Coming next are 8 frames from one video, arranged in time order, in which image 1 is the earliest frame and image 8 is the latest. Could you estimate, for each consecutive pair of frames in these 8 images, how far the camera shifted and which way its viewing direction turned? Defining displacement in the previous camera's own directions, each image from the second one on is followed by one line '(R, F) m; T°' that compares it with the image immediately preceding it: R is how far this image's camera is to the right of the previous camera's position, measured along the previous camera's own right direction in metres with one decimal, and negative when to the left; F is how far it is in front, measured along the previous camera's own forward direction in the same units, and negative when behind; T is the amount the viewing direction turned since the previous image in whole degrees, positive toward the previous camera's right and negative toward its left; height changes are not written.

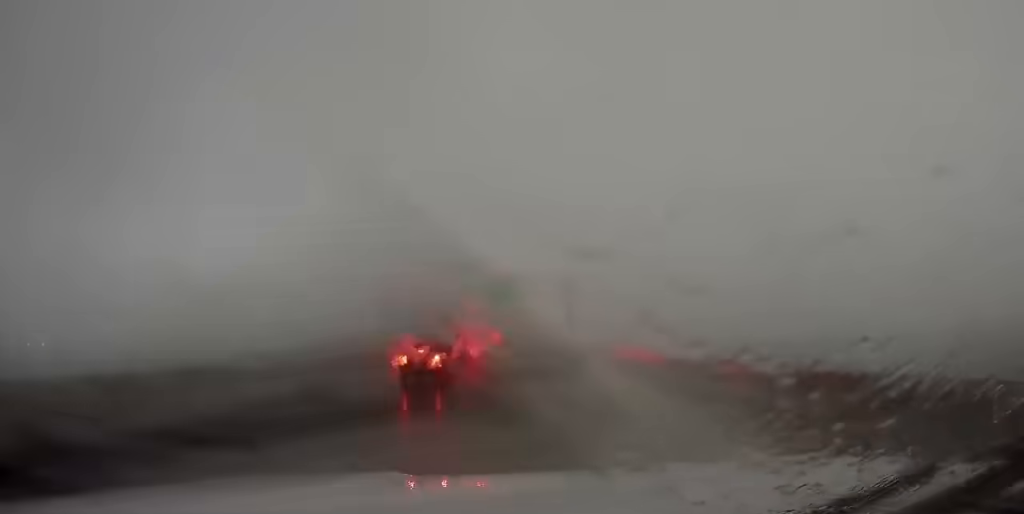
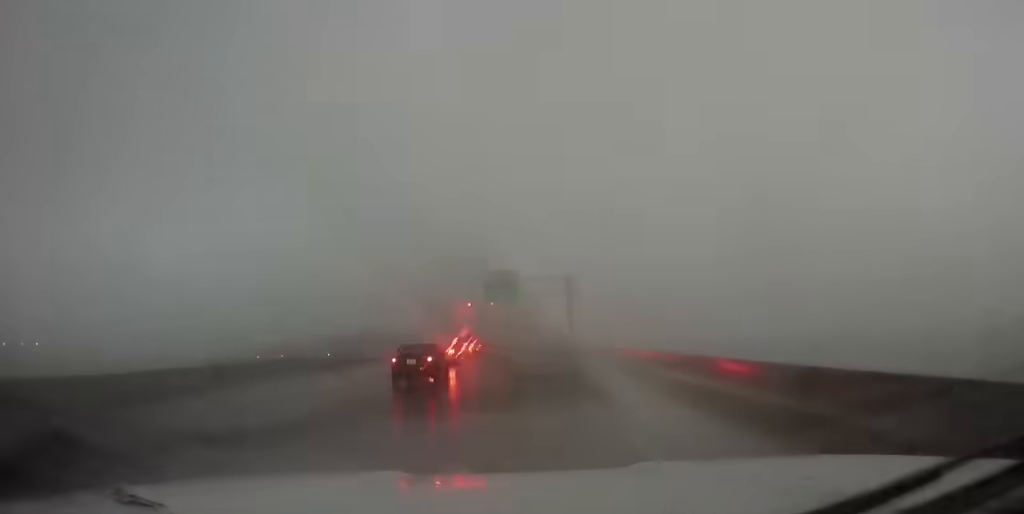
(+0.1, +2.1) m; +1°
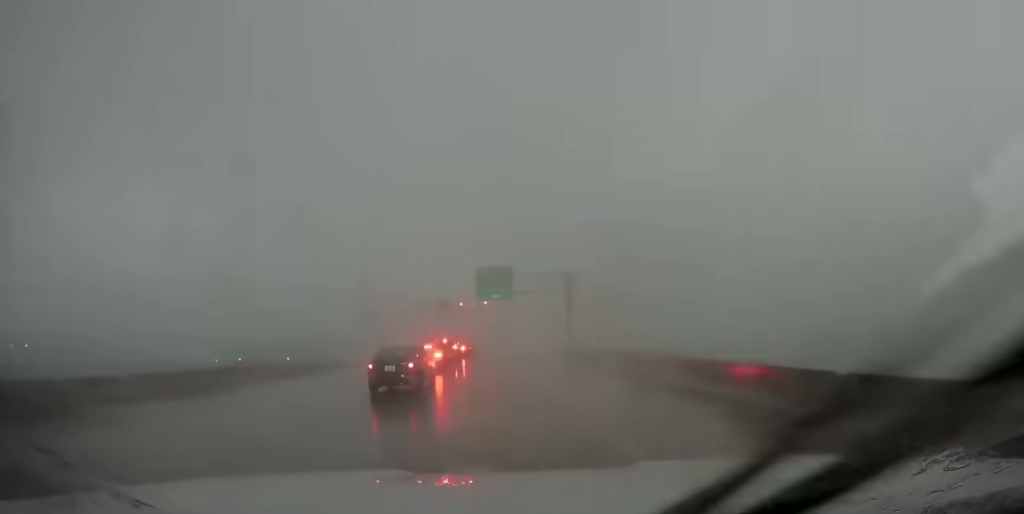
(-0.1, +3.4) m; 0°
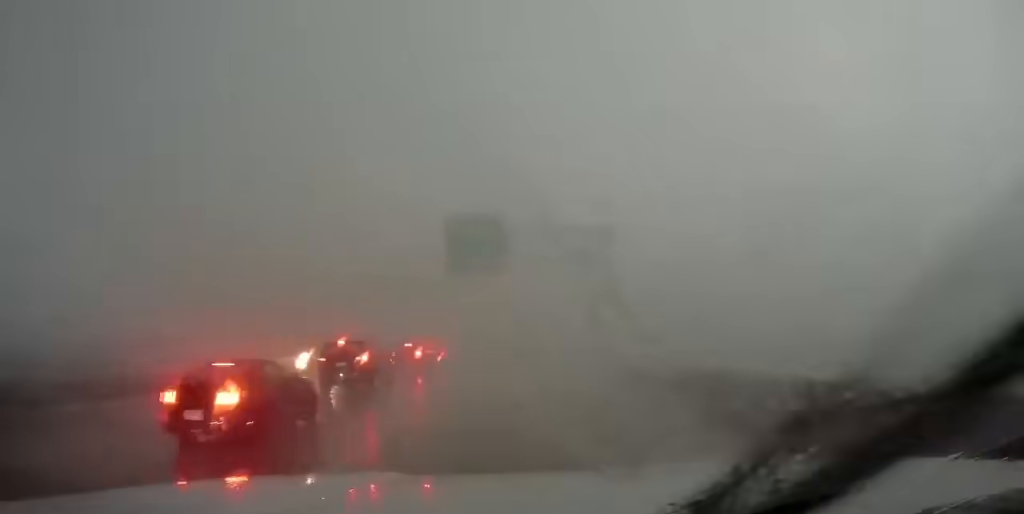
(+0.4, +16.9) m; 0°
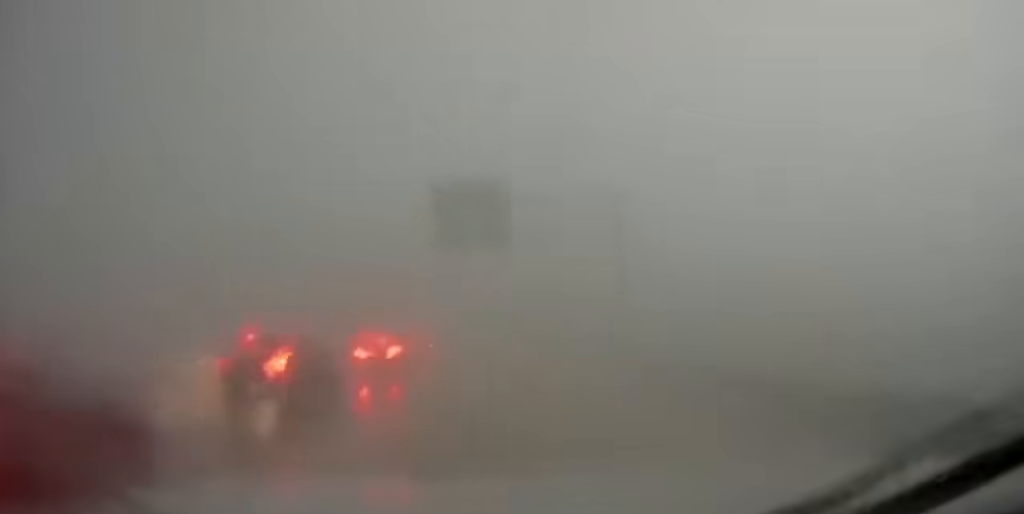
(-0.2, +4.8) m; +1°
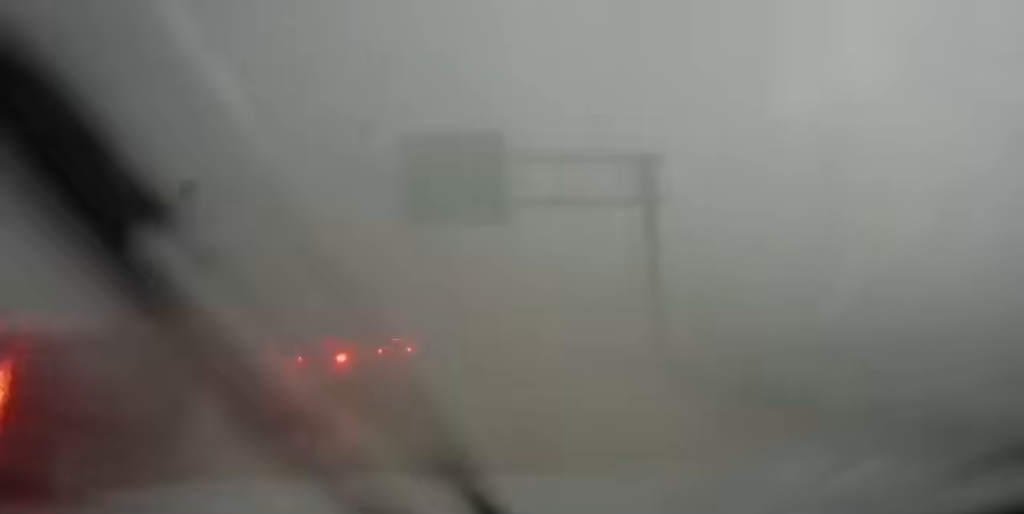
(0.0, +6.2) m; +2°
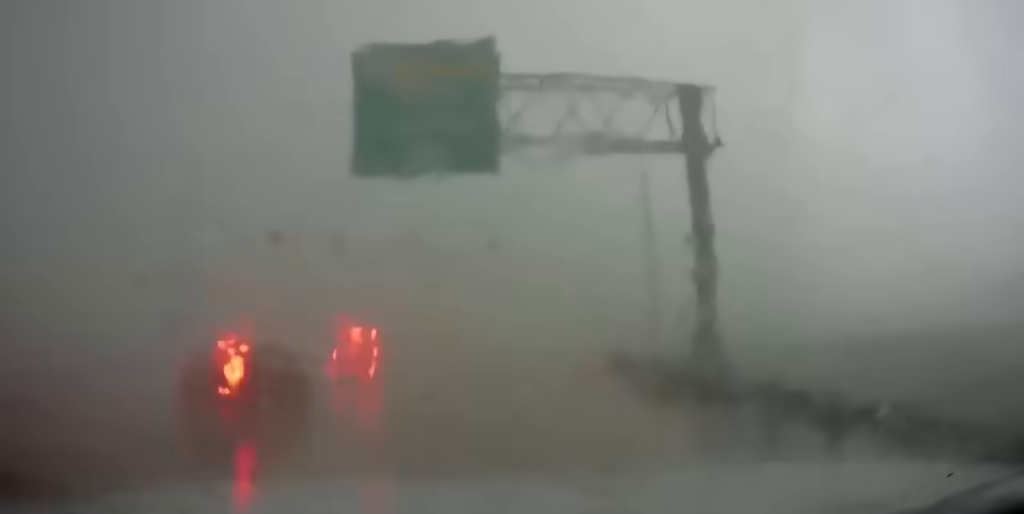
(+0.5, +8.0) m; +2°
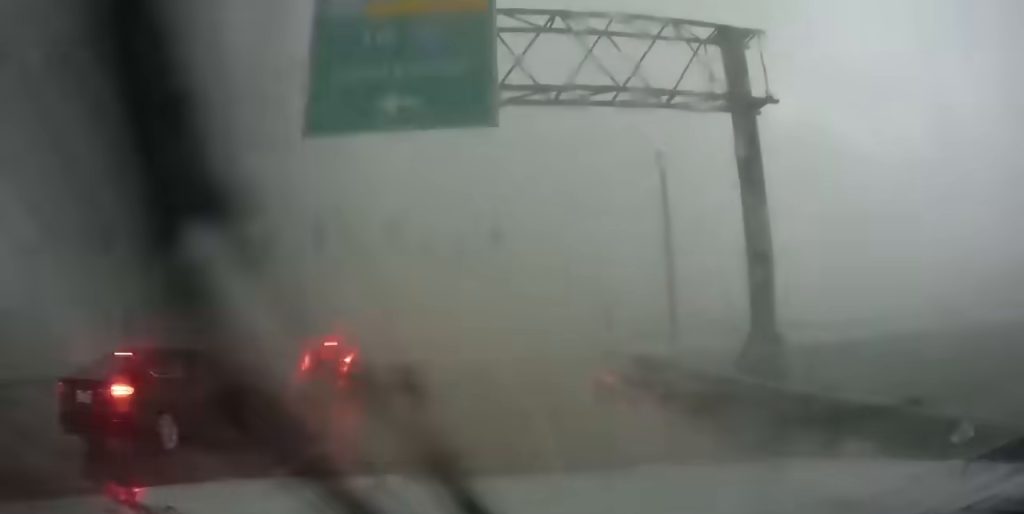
(+0.1, +5.8) m; 0°
